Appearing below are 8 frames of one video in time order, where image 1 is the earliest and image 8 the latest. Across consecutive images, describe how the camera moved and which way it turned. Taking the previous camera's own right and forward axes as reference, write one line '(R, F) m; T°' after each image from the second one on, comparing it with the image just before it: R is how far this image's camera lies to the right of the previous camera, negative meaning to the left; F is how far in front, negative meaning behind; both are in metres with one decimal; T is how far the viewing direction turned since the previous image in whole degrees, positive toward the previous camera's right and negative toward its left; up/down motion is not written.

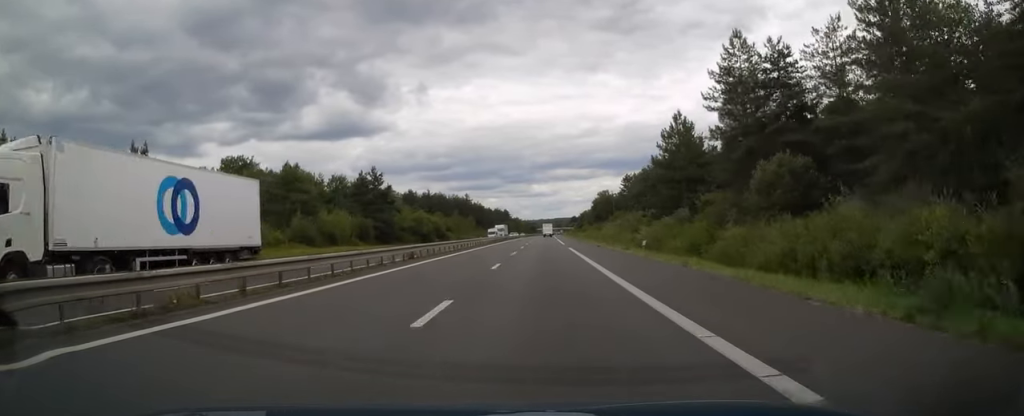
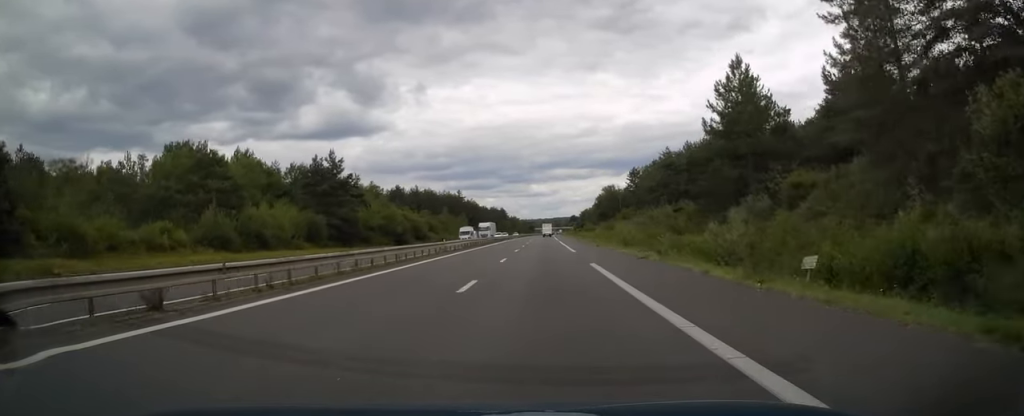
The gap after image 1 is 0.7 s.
(+0.1, +21.1) m; 0°
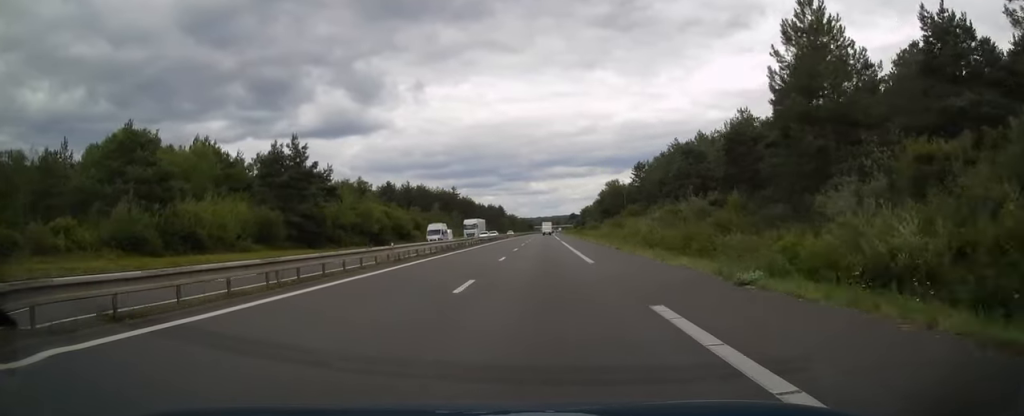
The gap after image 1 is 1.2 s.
(0.0, +13.3) m; 0°
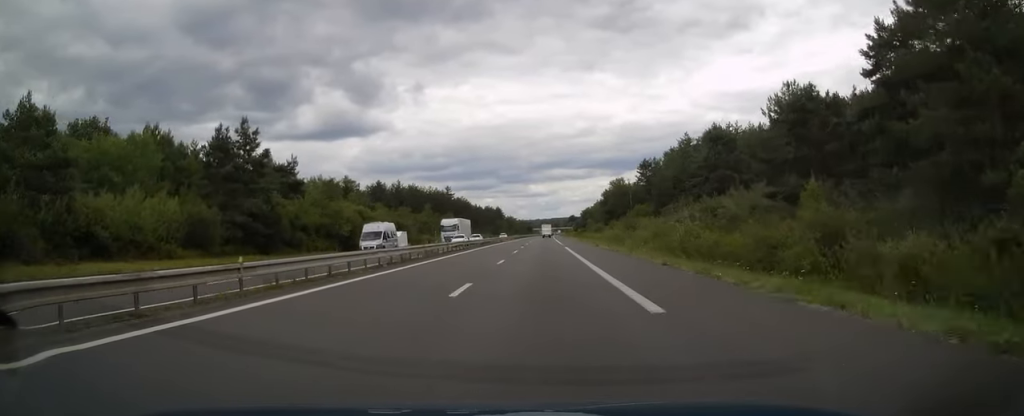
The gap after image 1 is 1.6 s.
(0.0, +13.3) m; 0°
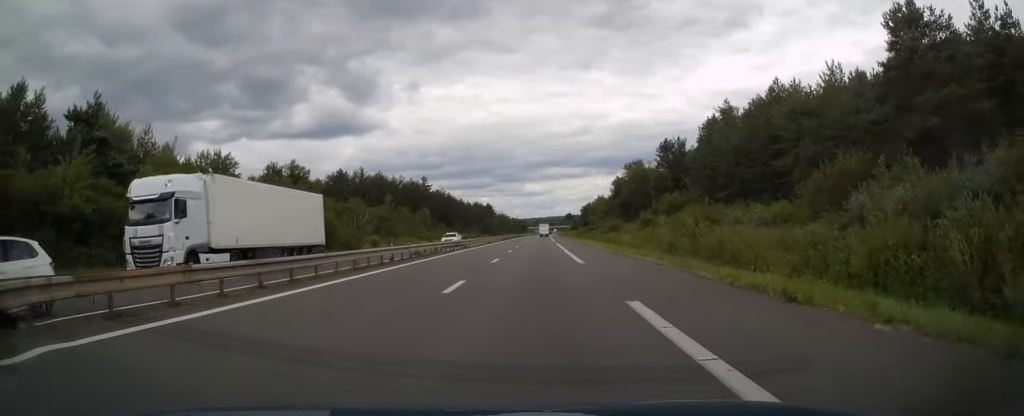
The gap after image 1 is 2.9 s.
(+0.2, +38.3) m; +1°
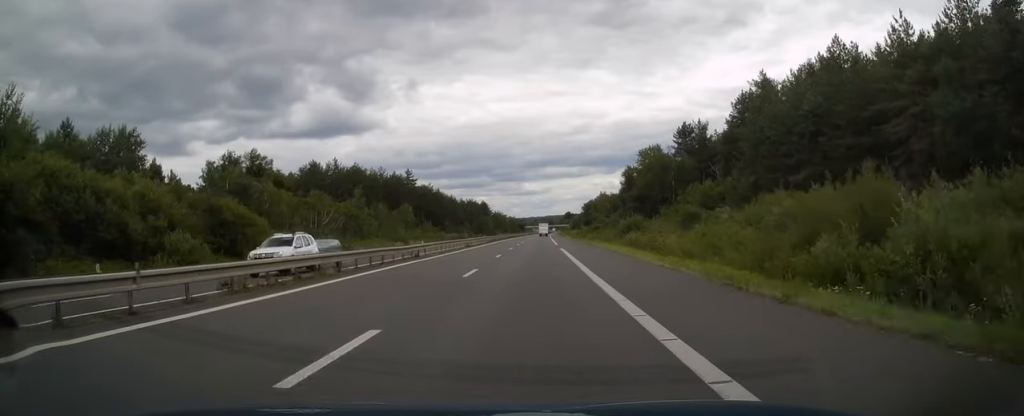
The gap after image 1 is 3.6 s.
(+0.2, +21.2) m; 0°
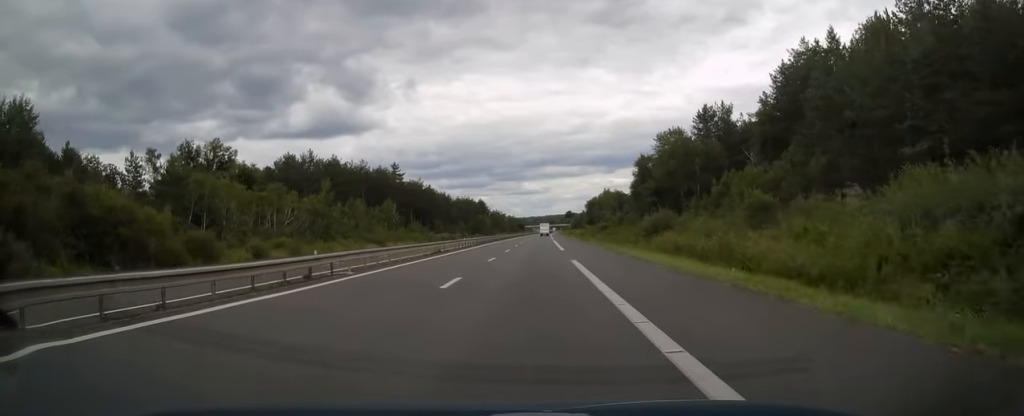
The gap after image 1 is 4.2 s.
(0.0, +16.7) m; 0°
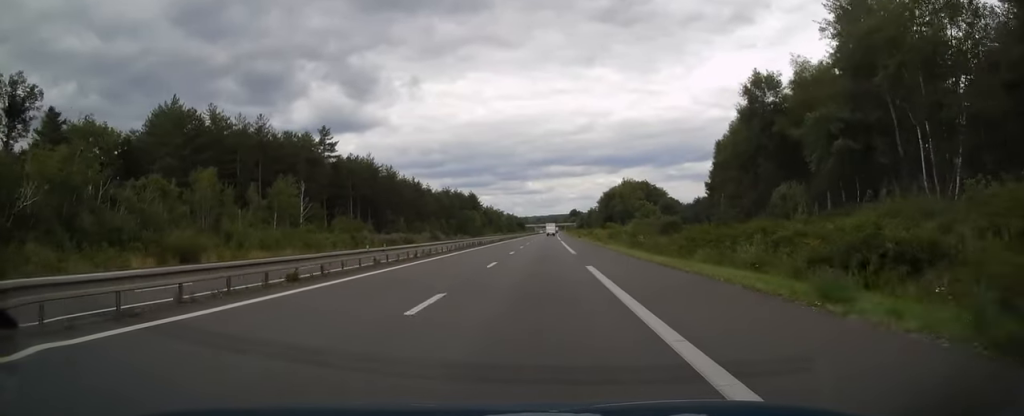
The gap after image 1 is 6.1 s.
(+0.1, +55.6) m; 0°
